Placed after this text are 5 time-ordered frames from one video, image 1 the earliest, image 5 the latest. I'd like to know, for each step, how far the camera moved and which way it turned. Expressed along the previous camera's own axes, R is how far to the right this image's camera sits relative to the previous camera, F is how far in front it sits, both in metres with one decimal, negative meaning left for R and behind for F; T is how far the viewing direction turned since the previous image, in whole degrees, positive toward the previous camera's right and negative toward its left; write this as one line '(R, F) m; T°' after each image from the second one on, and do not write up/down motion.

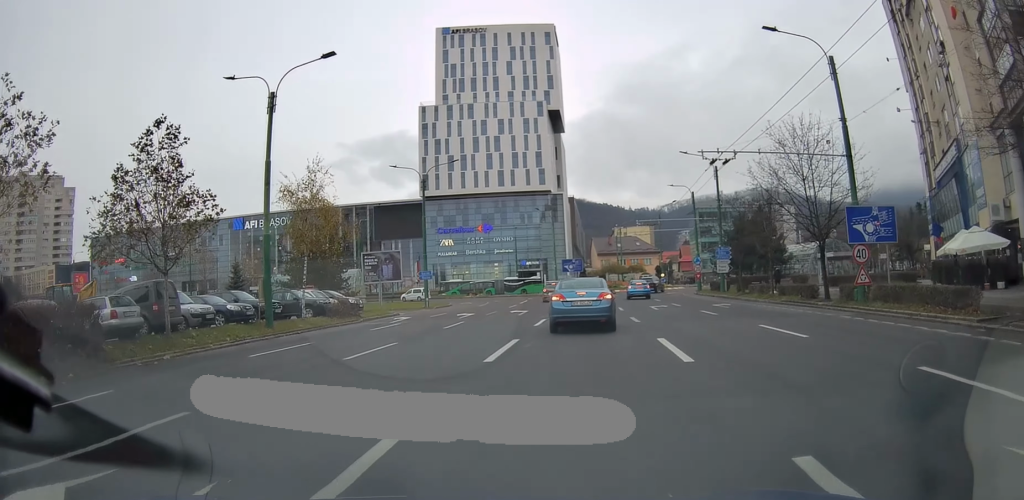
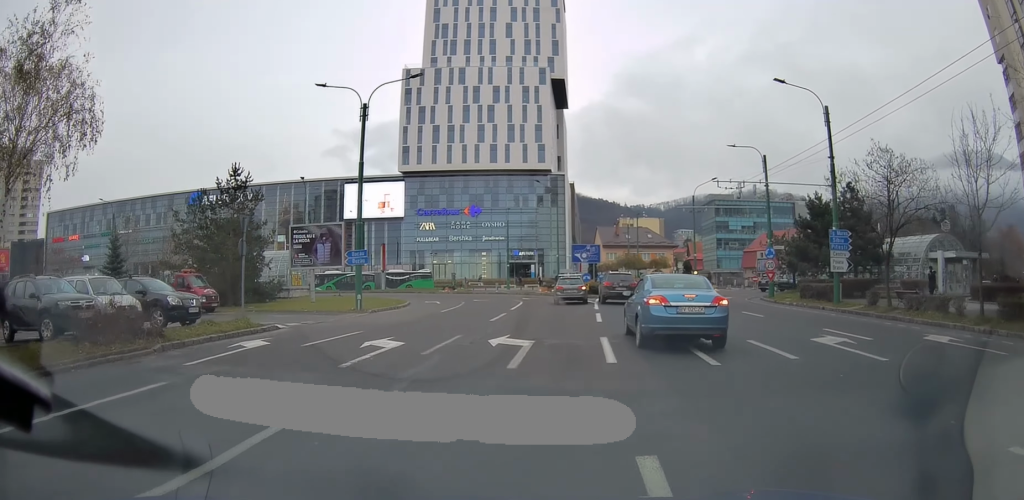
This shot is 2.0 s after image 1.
(+0.4, +19.2) m; +3°
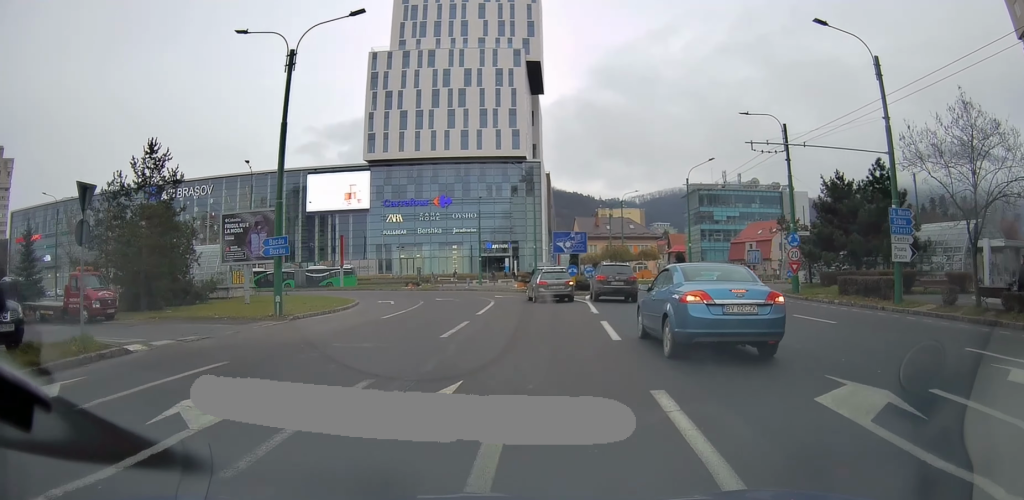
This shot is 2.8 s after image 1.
(0.0, +7.4) m; +1°
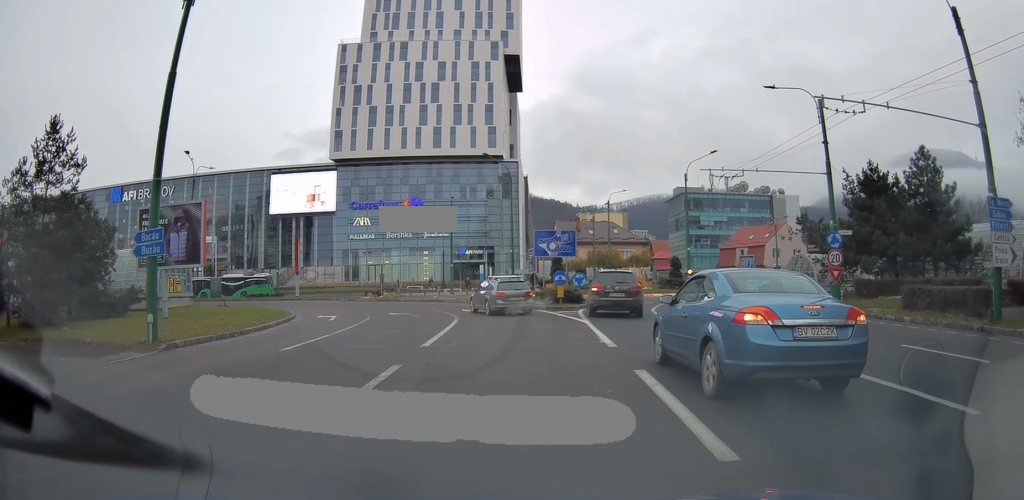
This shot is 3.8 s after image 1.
(0.0, +7.3) m; +1°
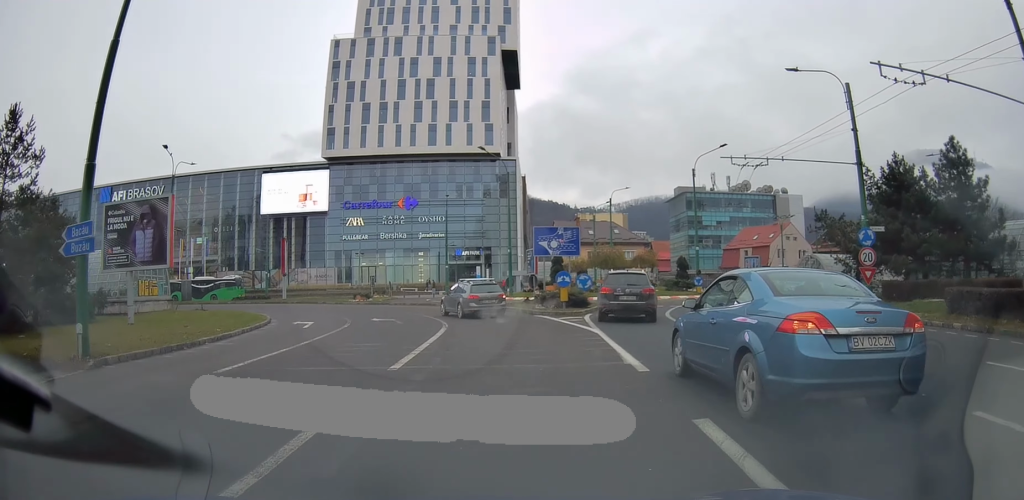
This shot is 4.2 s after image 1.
(+0.1, +3.1) m; 0°
